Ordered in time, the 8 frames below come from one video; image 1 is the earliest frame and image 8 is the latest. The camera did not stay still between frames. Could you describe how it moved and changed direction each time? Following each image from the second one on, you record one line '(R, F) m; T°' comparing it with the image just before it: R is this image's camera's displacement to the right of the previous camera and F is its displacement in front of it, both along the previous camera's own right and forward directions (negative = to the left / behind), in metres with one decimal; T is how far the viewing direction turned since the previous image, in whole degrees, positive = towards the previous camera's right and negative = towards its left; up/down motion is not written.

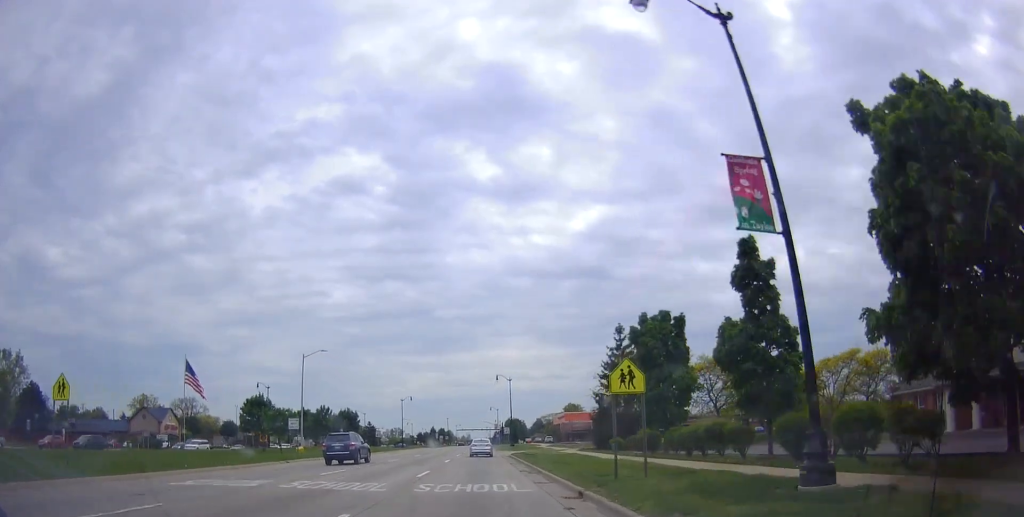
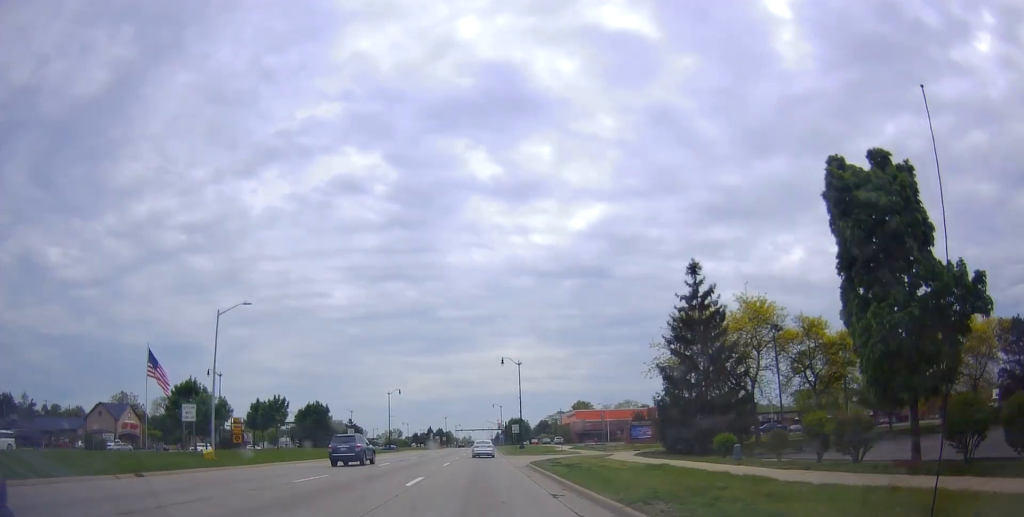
(+0.2, +19.6) m; -1°
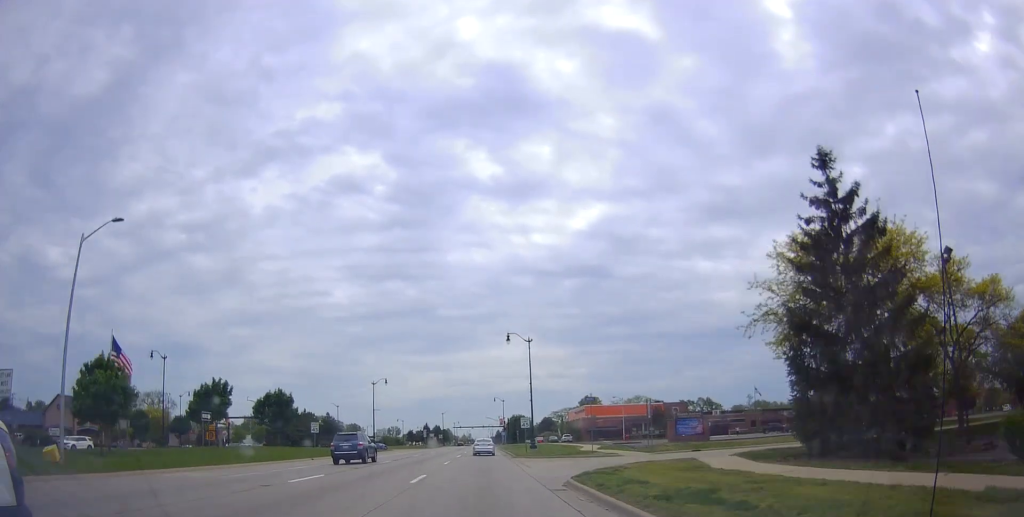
(-0.7, +15.4) m; 0°
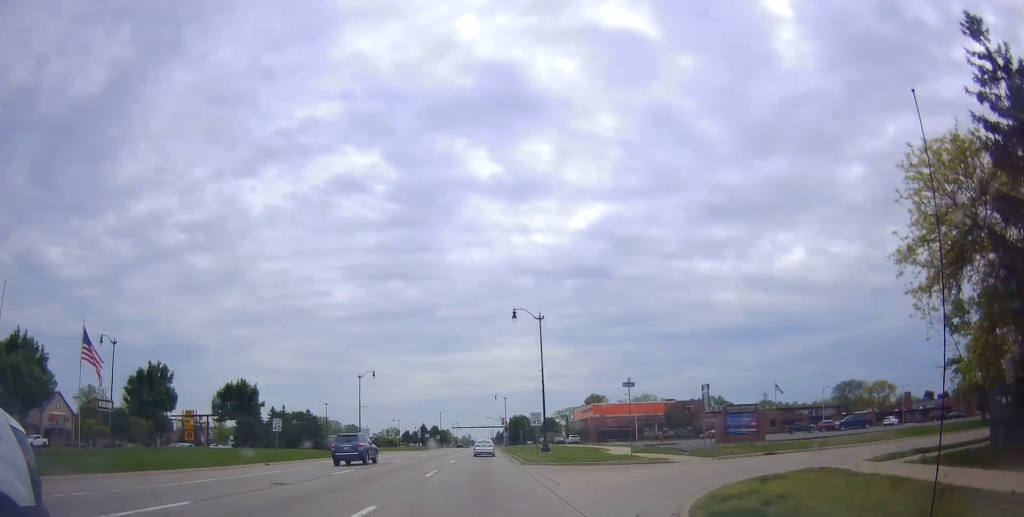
(+0.5, +10.5) m; 0°
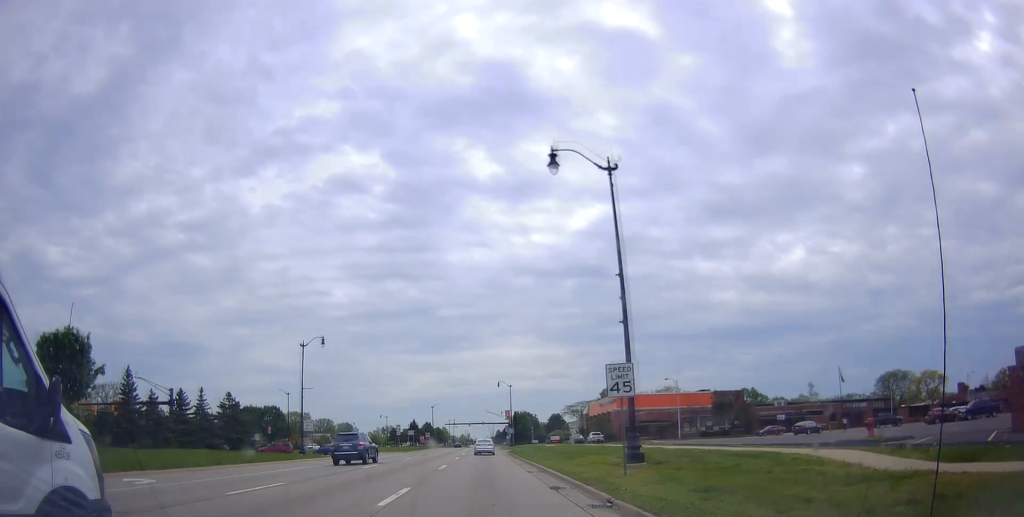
(-0.4, +26.0) m; 0°
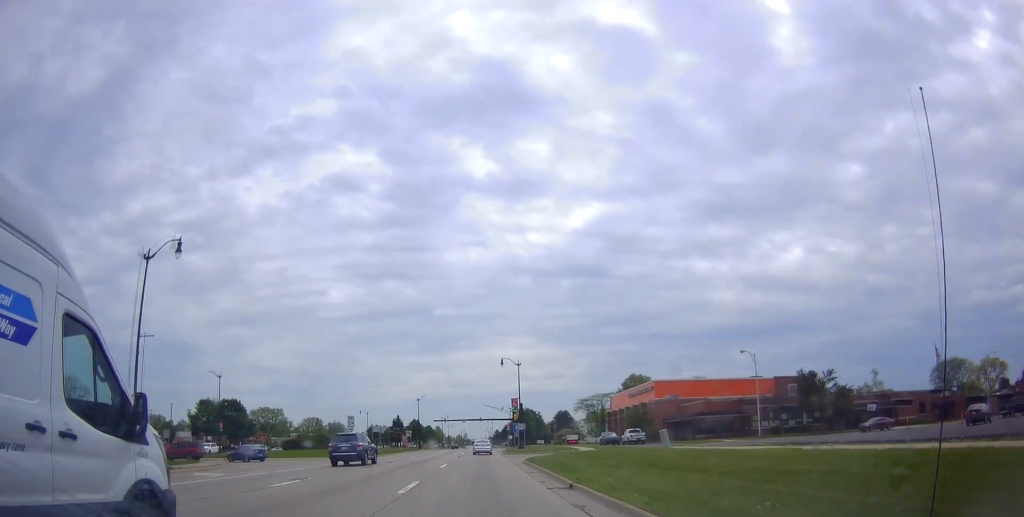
(+0.7, +28.0) m; +1°
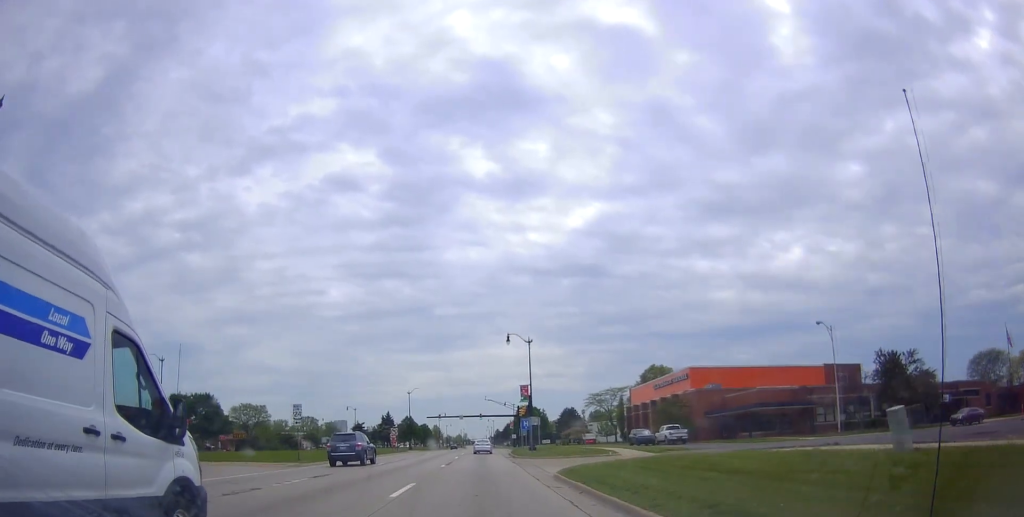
(-0.1, +15.6) m; 0°
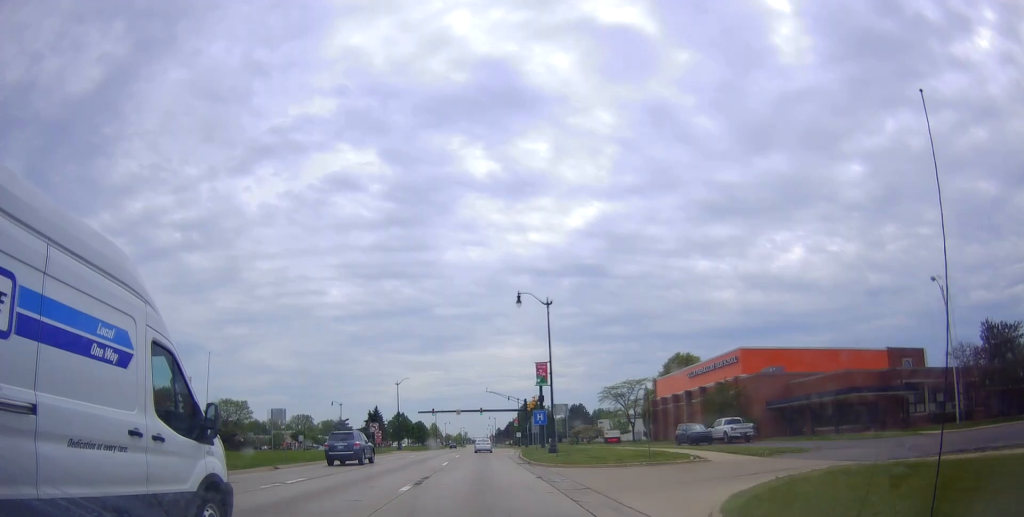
(+0.2, +15.1) m; -1°
